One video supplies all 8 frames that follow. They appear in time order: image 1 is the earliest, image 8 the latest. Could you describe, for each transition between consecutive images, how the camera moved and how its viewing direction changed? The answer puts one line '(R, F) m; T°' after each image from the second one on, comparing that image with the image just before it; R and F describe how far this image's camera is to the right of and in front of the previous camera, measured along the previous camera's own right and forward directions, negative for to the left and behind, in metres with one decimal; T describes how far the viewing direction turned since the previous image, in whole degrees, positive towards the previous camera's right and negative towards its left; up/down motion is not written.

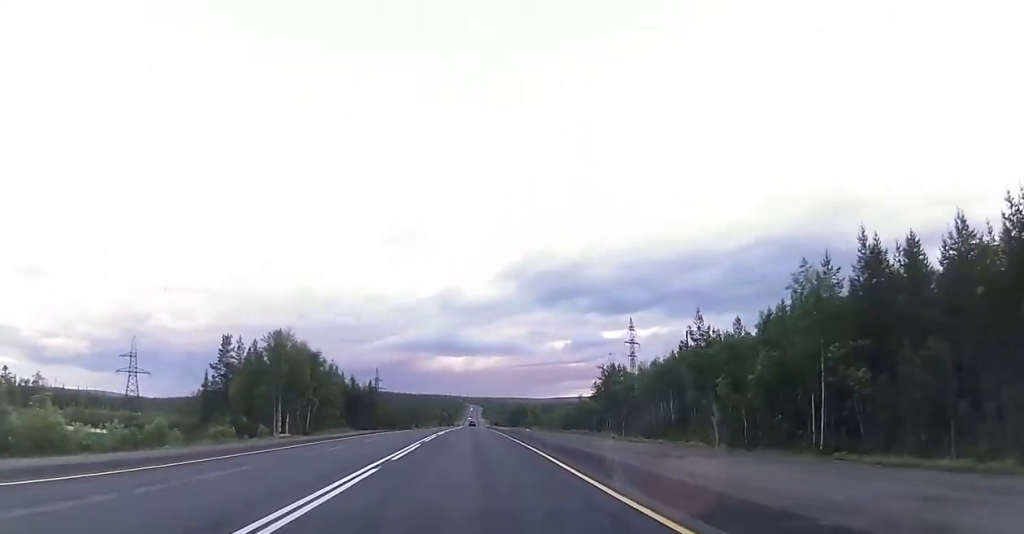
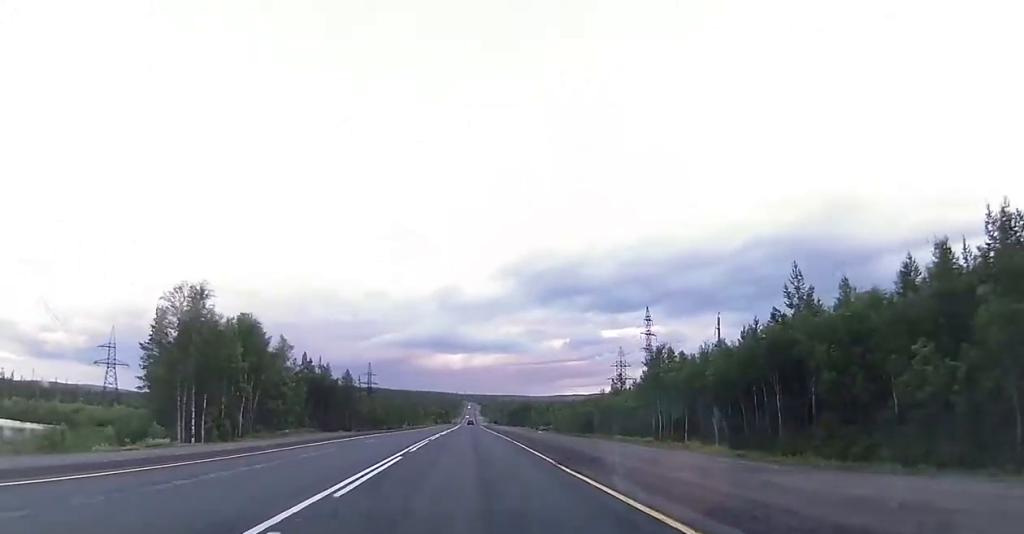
(0.0, +19.4) m; +1°
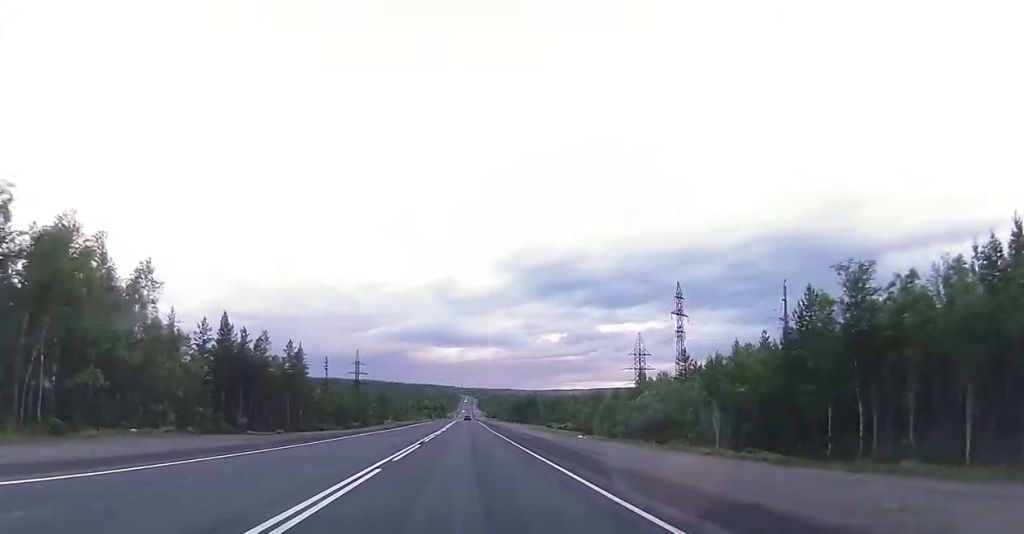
(+0.4, +28.1) m; +1°
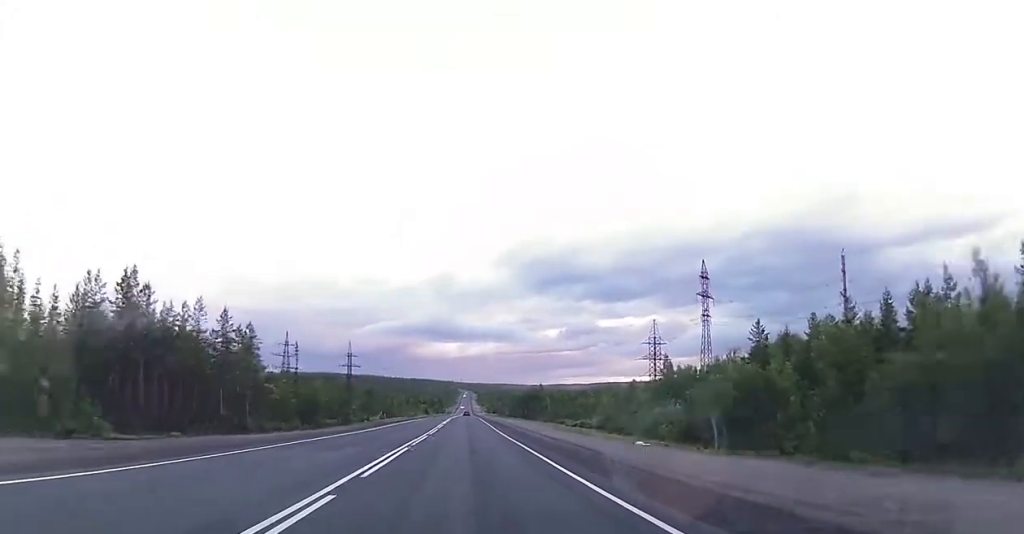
(+0.1, +16.7) m; -1°
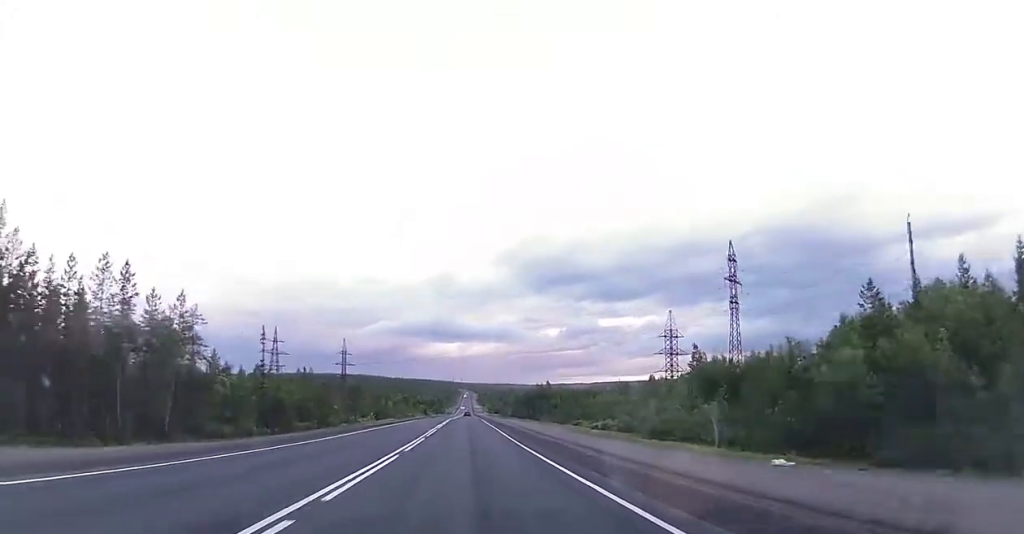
(-0.2, +14.1) m; 0°
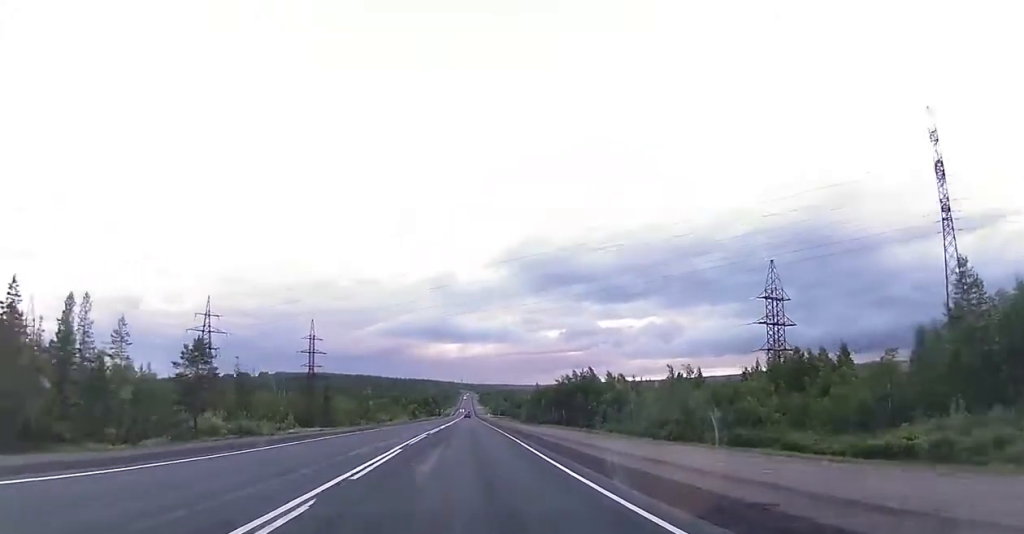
(-0.3, +56.3) m; 0°
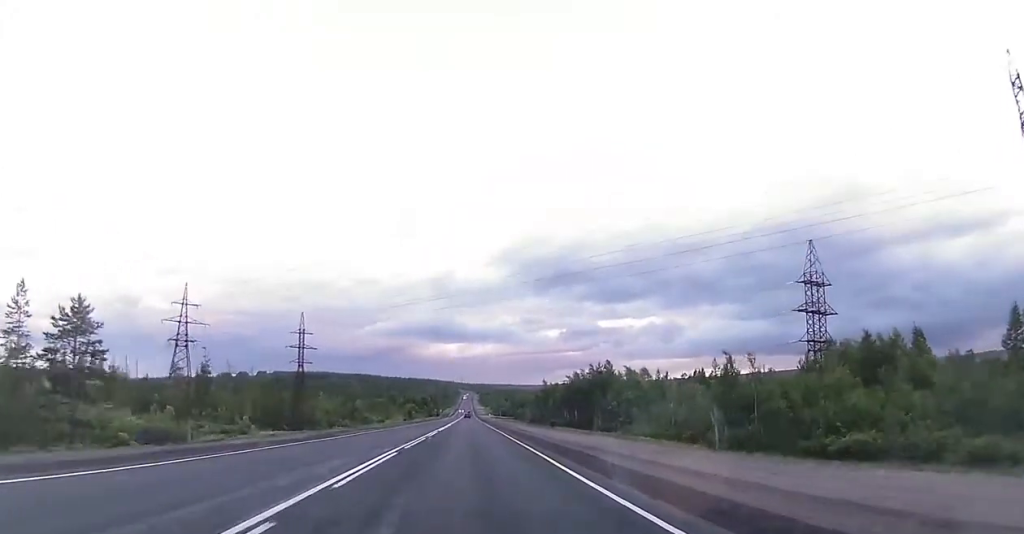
(0.0, +13.6) m; 0°
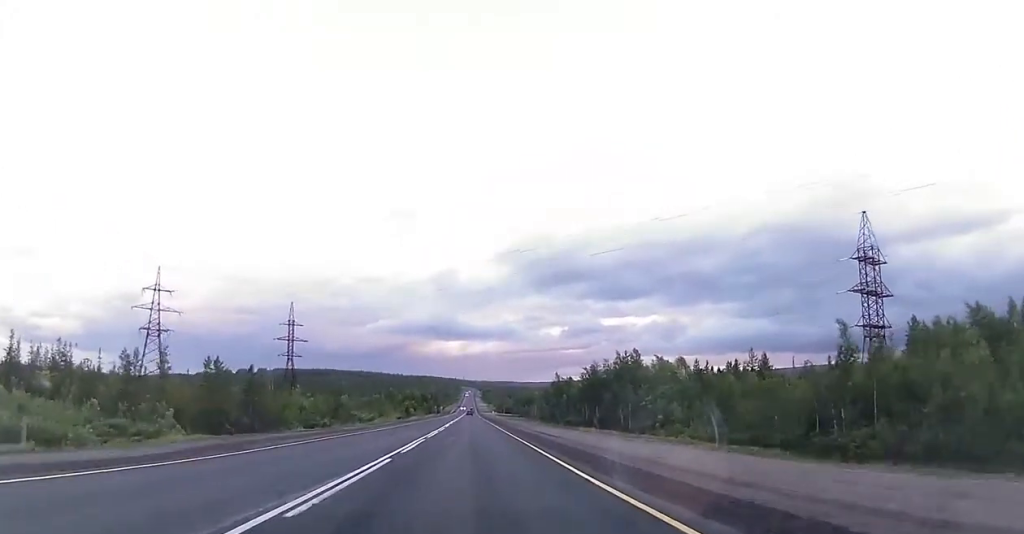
(0.0, +14.5) m; 0°
